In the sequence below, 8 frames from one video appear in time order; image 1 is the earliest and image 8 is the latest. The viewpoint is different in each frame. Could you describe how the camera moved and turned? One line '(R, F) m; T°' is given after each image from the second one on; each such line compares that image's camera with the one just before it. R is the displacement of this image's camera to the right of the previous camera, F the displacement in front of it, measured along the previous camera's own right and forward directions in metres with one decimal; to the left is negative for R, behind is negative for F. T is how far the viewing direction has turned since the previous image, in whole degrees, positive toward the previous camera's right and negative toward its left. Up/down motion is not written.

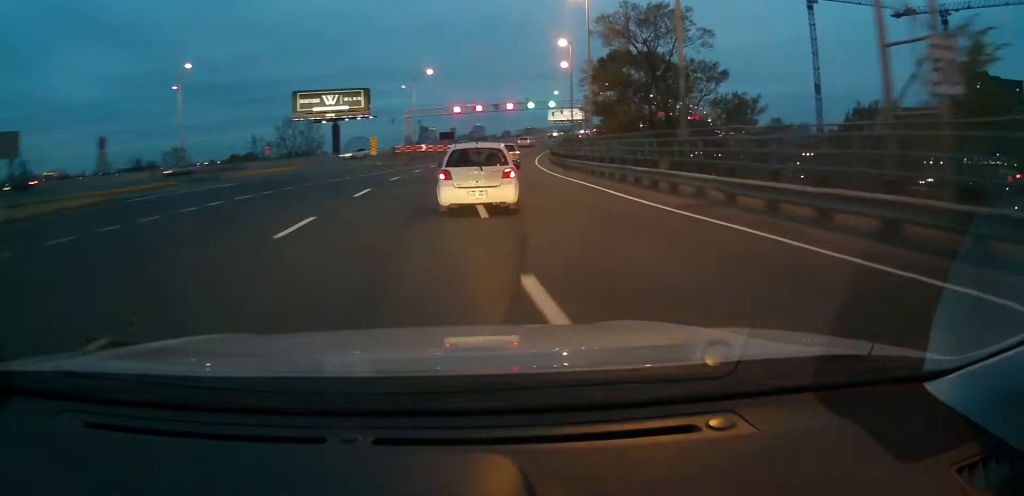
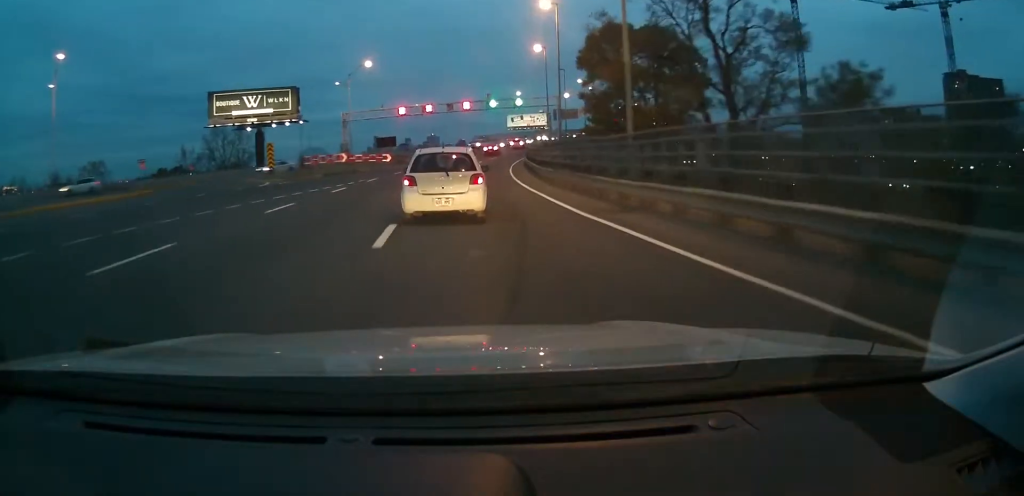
(+0.5, +19.9) m; +4°
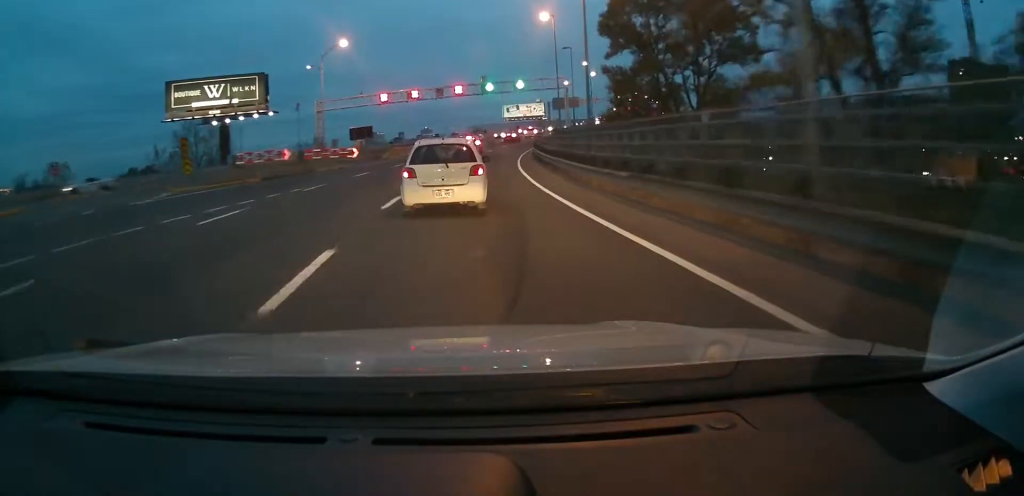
(+0.5, +12.7) m; +1°
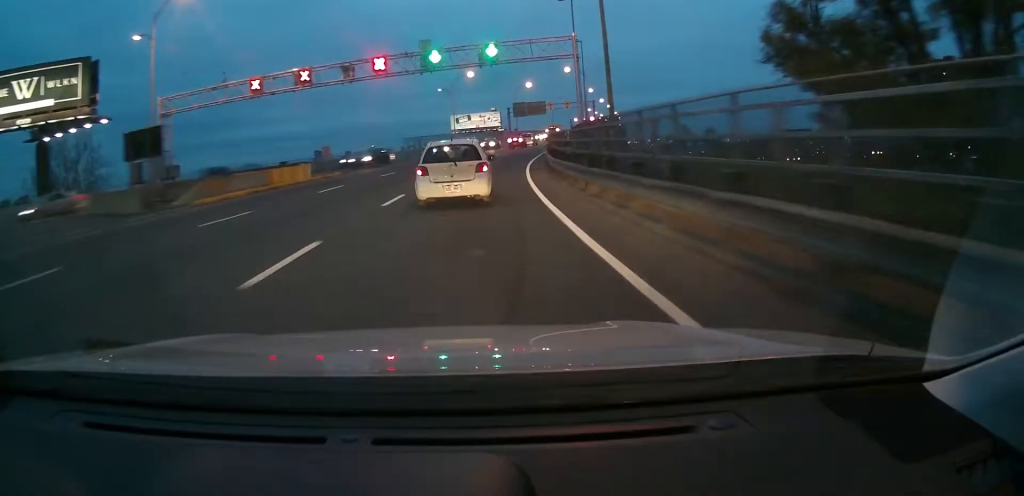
(+1.3, +35.5) m; +5°
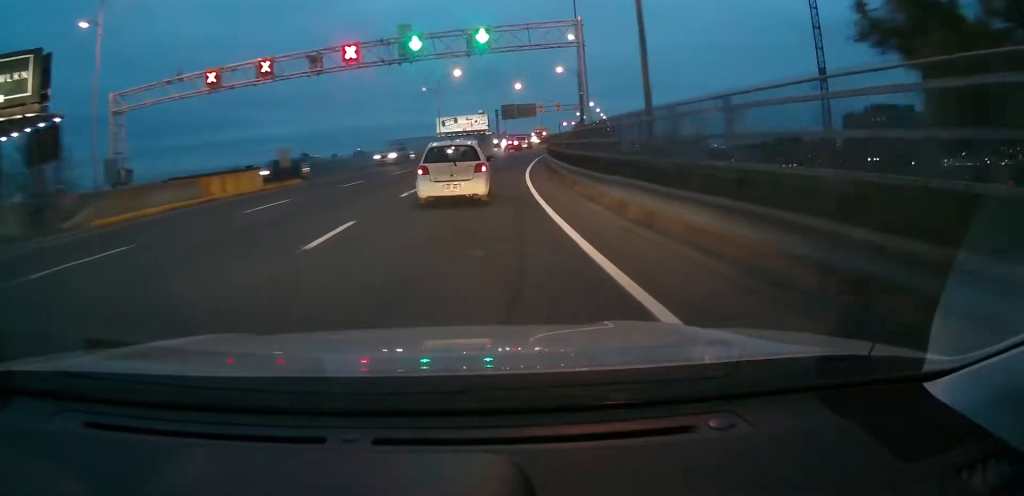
(+0.1, +6.6) m; +1°
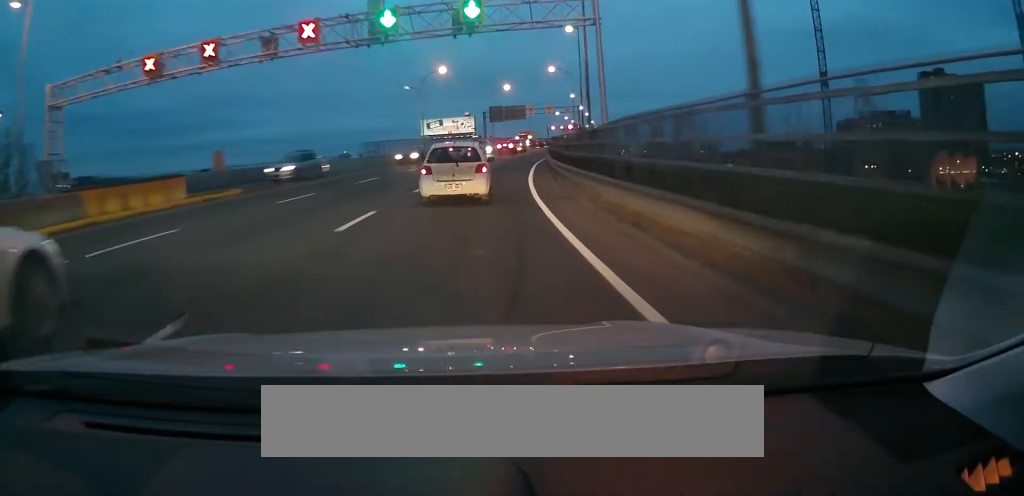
(0.0, +7.4) m; +1°
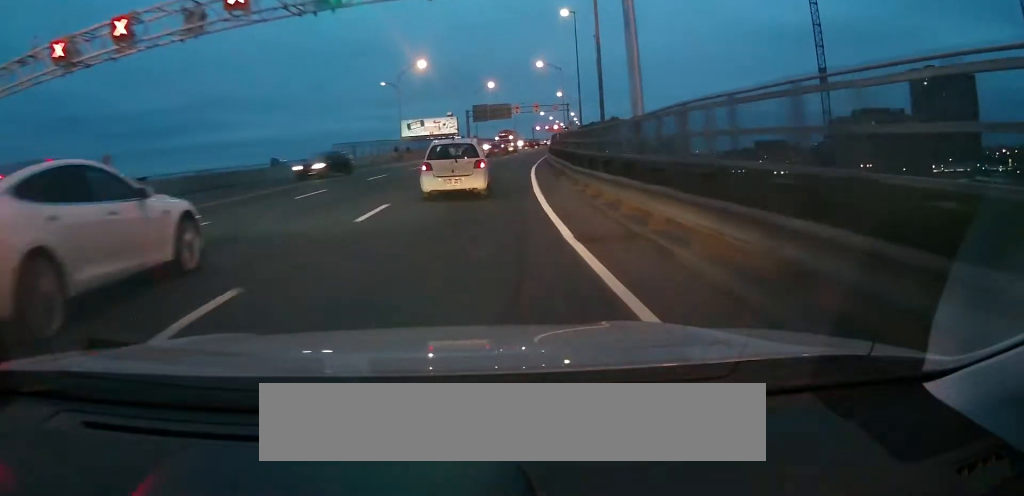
(0.0, +7.9) m; +2°
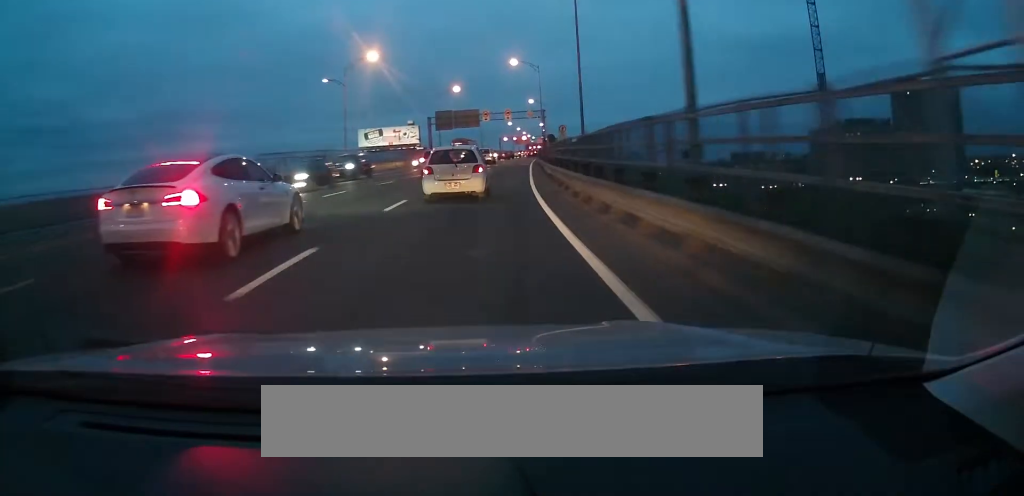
(+0.6, +15.2) m; +3°
